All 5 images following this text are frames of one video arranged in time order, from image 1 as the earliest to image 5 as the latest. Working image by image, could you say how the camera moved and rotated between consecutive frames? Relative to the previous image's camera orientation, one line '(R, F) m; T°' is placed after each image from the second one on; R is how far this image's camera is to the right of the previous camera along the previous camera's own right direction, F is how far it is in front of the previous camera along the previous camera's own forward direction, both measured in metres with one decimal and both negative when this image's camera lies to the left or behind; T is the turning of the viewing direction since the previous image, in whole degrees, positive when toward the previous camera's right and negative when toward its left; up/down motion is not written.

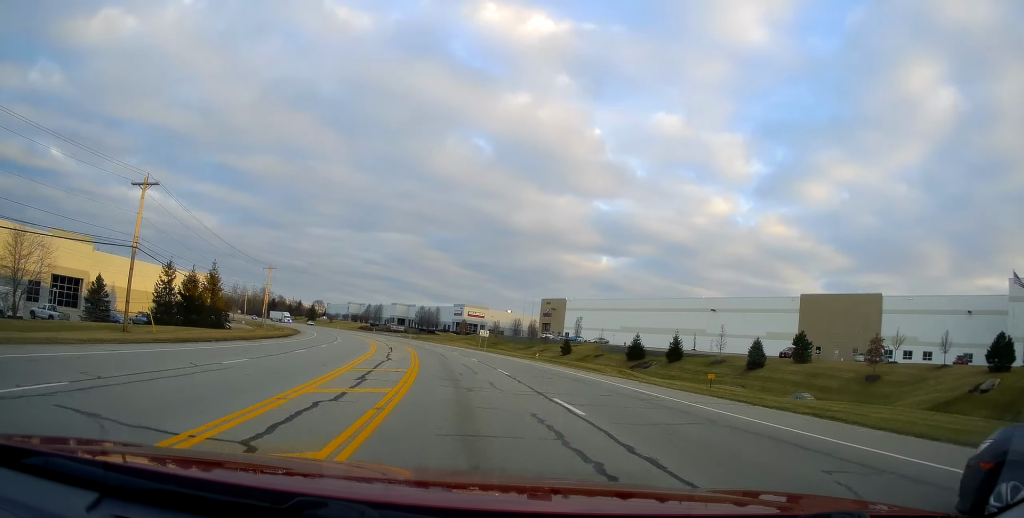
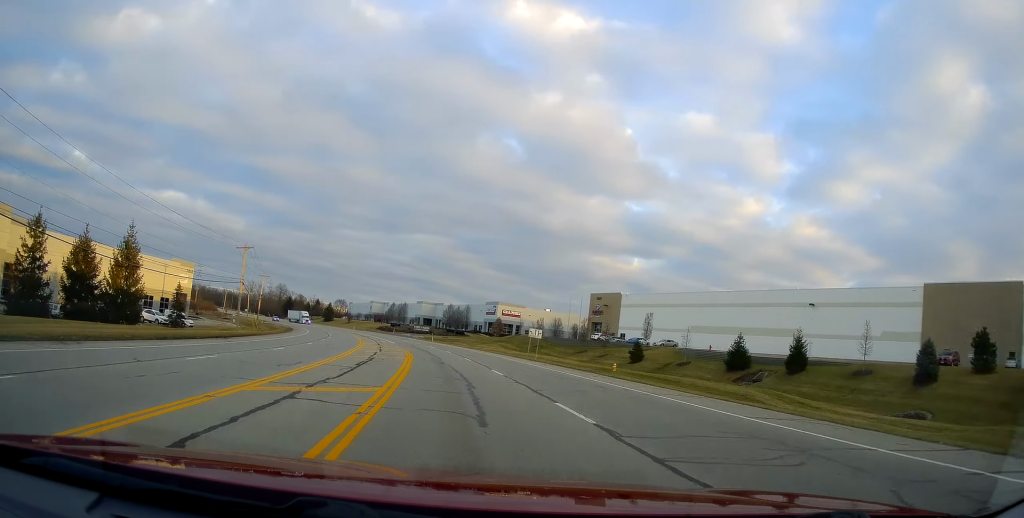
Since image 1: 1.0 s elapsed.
(-0.5, +25.2) m; -1°
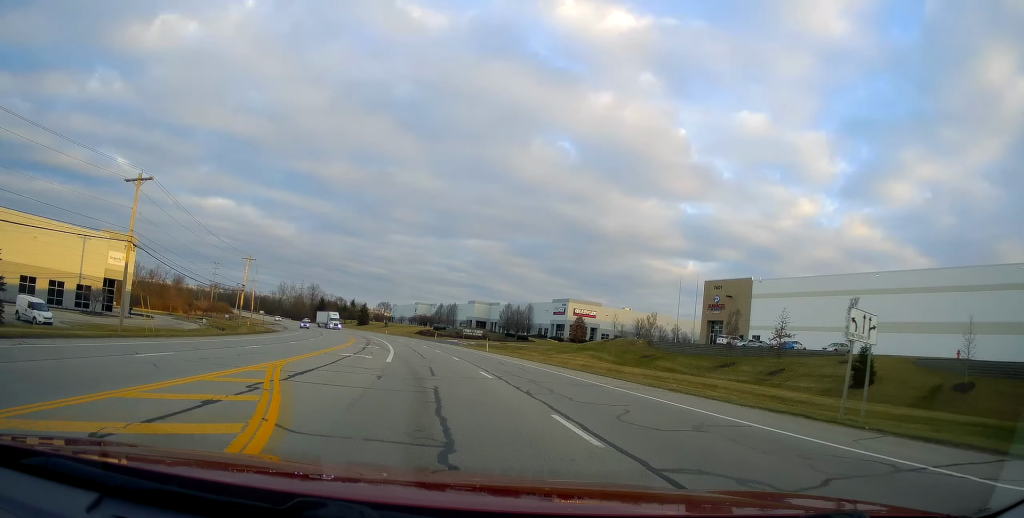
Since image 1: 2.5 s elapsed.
(-1.1, +38.2) m; -5°
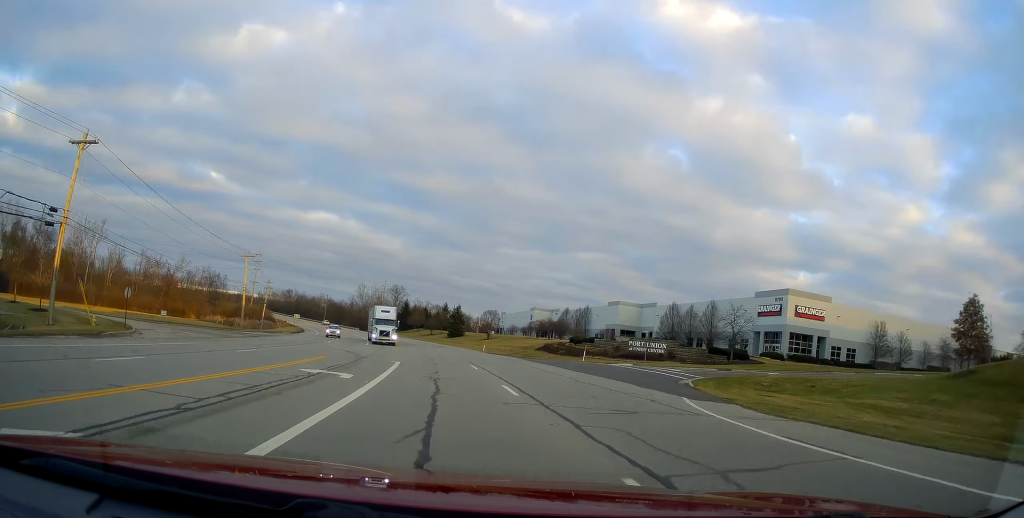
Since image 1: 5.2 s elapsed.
(-6.5, +64.5) m; -11°
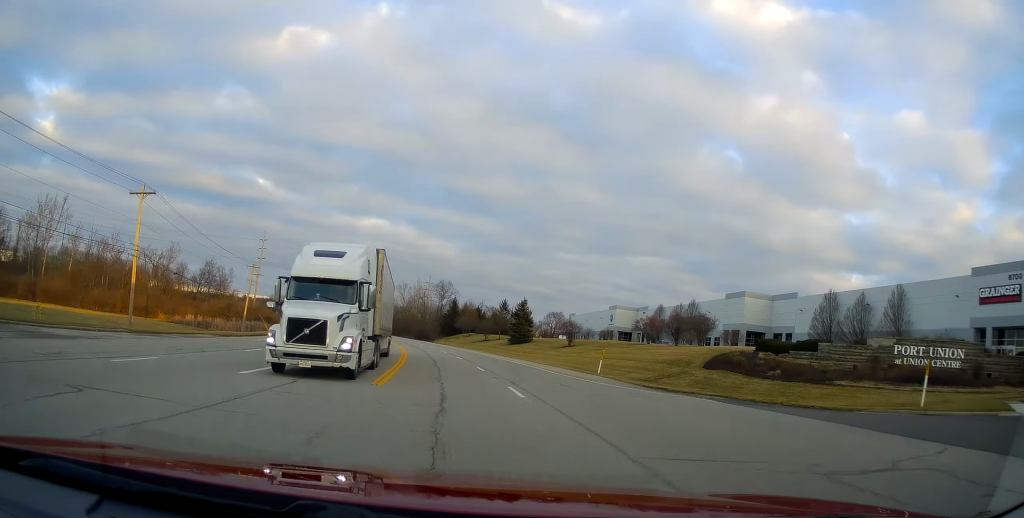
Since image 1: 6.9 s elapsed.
(-2.5, +41.5) m; -6°
